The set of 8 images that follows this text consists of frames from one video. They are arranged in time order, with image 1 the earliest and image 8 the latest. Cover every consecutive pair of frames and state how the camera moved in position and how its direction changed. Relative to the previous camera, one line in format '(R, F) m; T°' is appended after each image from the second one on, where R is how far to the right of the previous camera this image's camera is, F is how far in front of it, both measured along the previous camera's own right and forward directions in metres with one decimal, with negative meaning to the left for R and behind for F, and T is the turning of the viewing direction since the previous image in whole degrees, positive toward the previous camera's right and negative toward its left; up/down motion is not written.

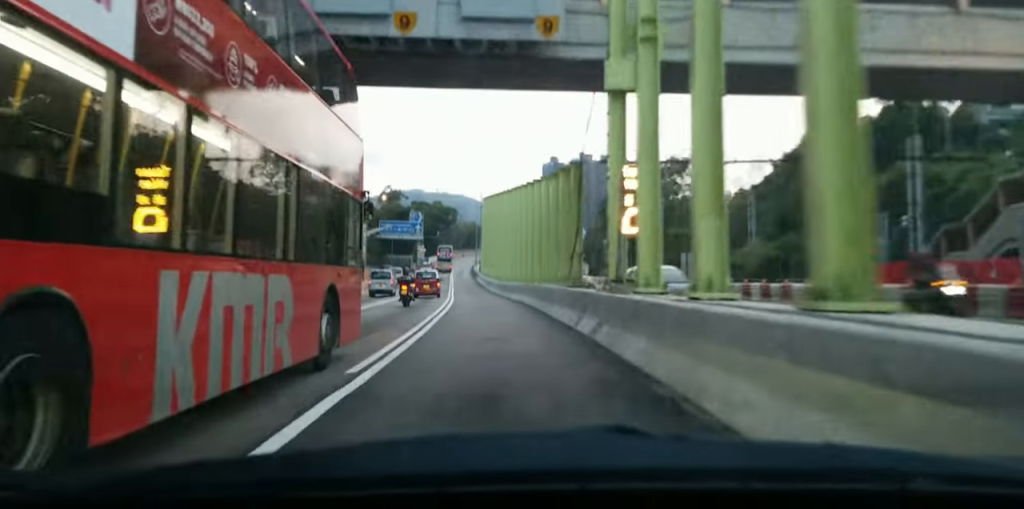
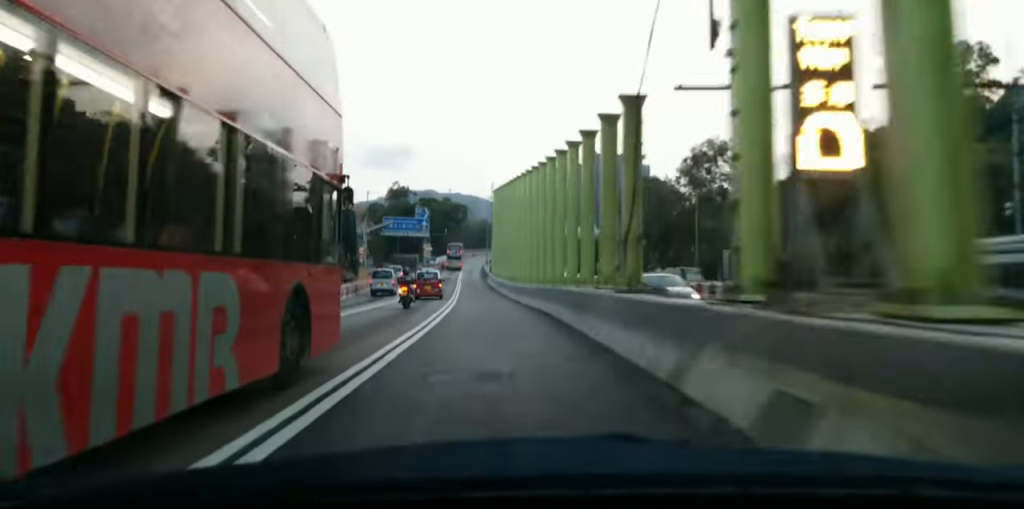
(0.0, +9.5) m; 0°
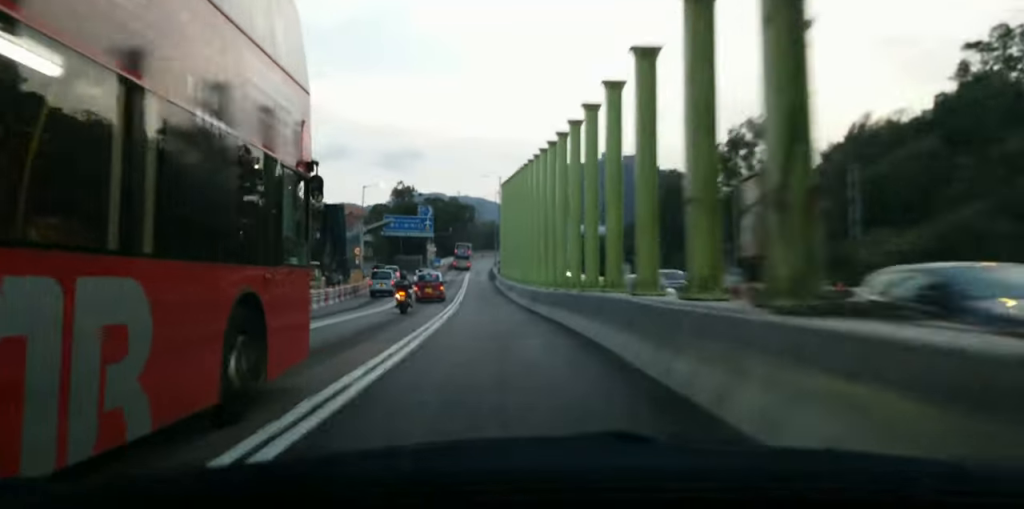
(0.0, +8.8) m; 0°
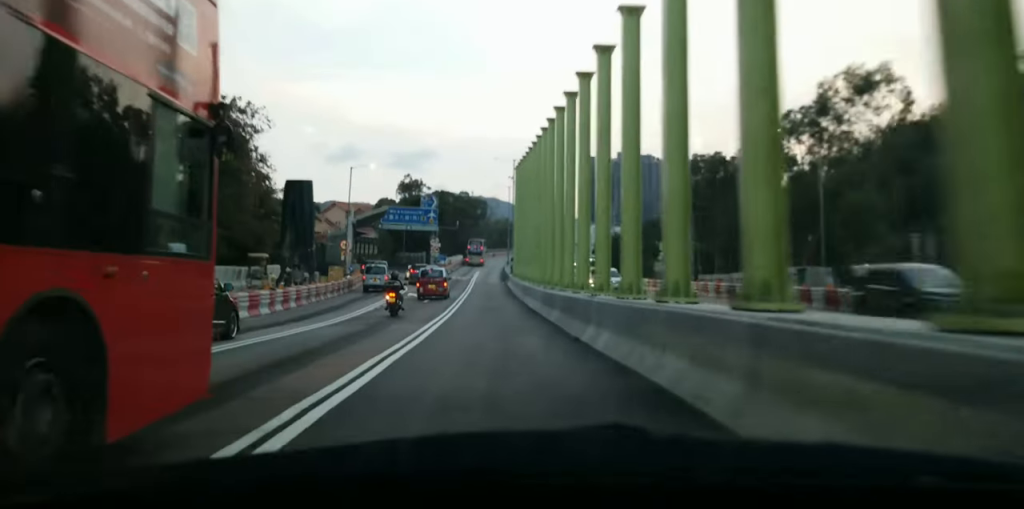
(0.0, +14.8) m; -1°
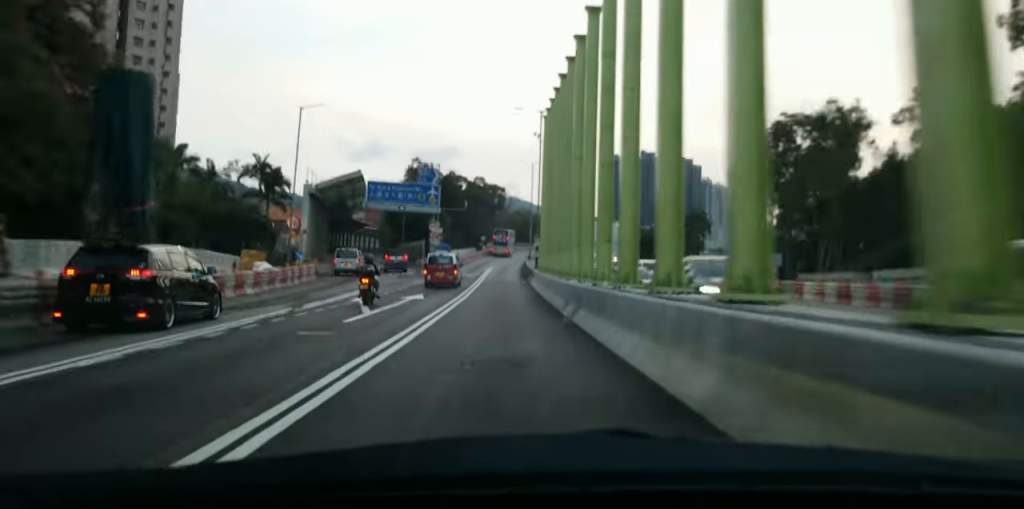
(-0.6, +24.0) m; -2°
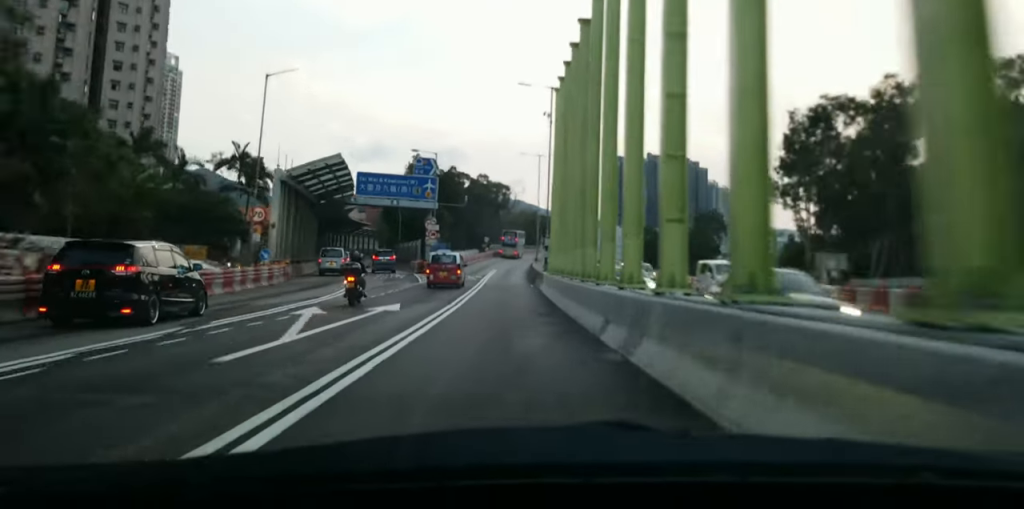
(0.0, +8.3) m; 0°
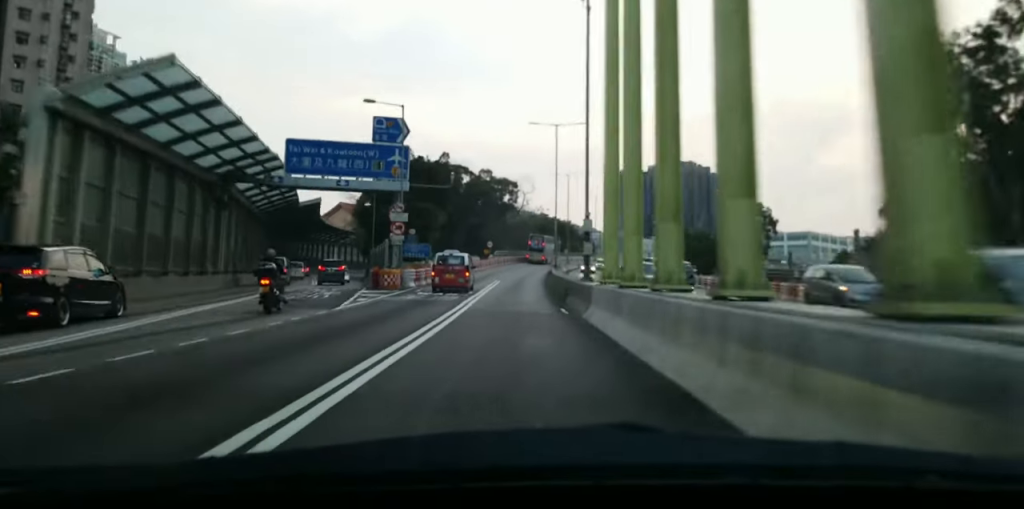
(+0.3, +24.0) m; 0°
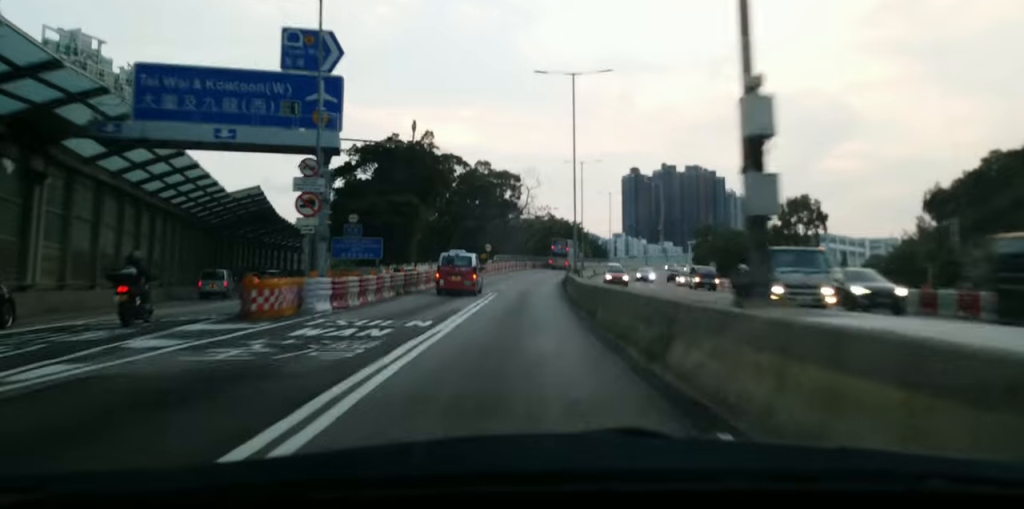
(-0.2, +18.8) m; -1°
